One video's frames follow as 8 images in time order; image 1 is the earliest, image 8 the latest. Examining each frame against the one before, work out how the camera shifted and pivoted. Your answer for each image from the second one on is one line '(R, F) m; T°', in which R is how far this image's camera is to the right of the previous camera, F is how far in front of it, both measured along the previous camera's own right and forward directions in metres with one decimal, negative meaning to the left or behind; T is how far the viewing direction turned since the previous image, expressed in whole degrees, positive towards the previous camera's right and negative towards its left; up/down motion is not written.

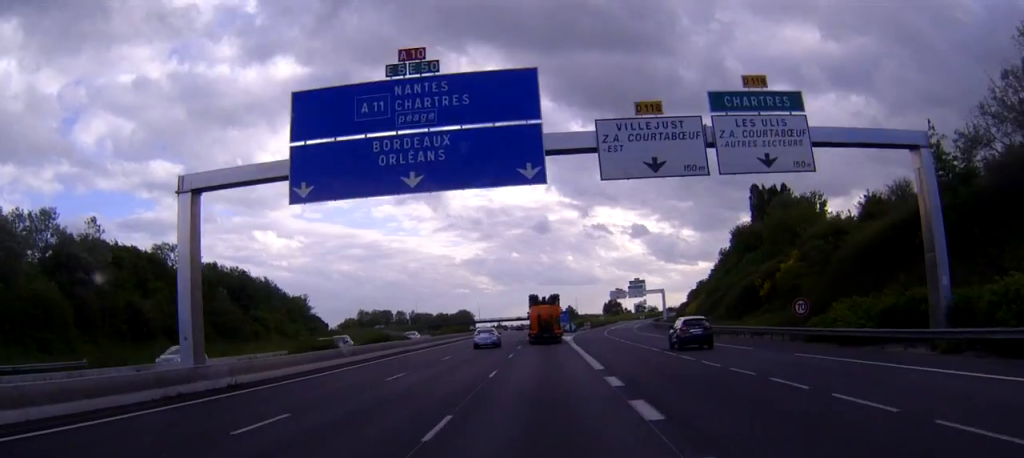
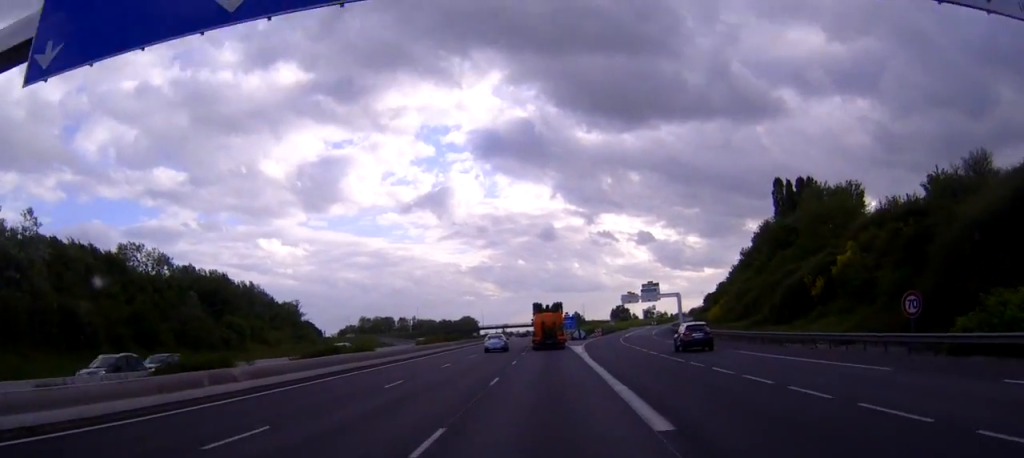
(0.0, +14.1) m; 0°
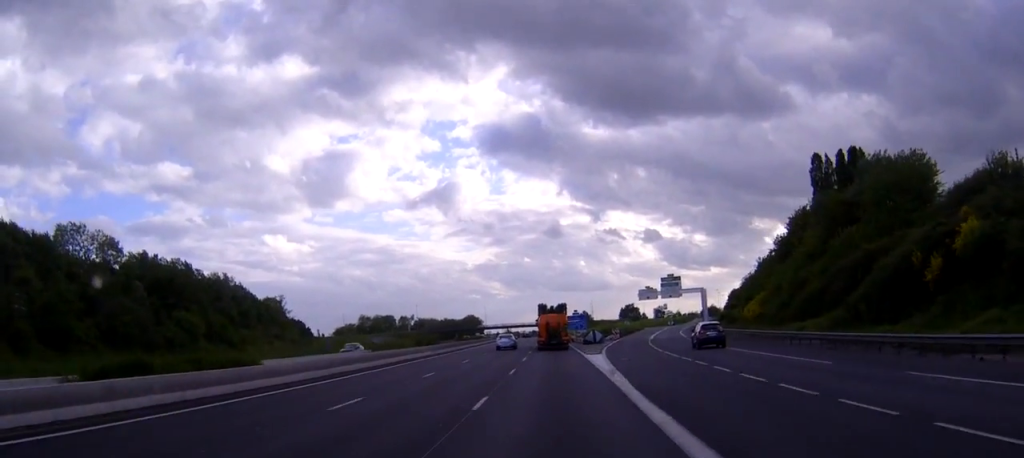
(0.0, +19.7) m; 0°
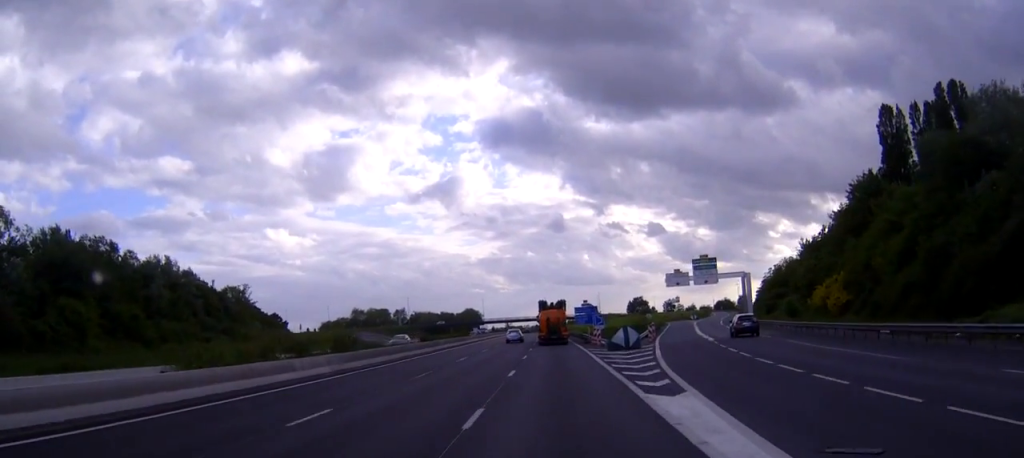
(-0.1, +29.1) m; 0°
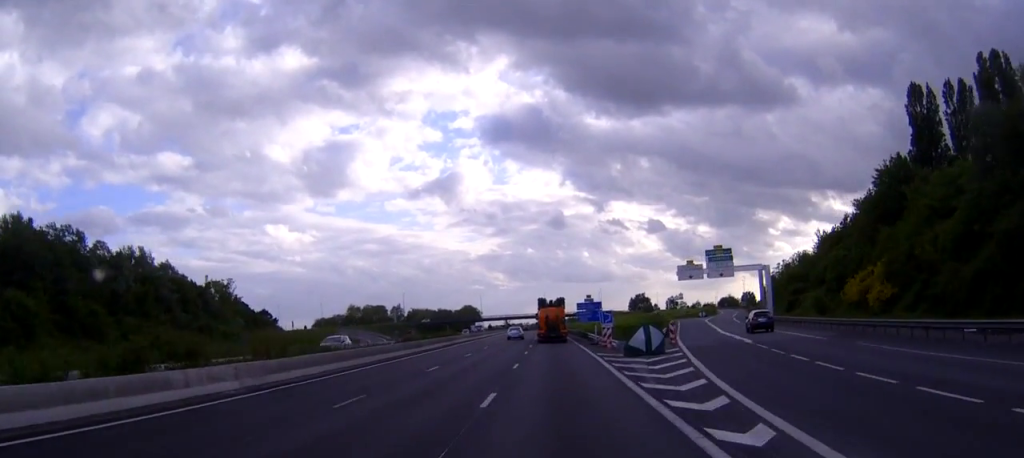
(-0.1, +10.0) m; 0°
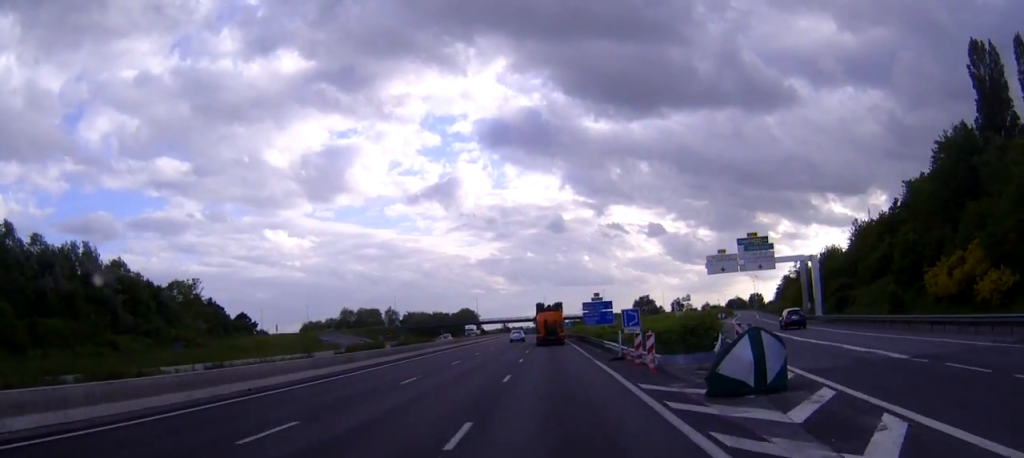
(+0.1, +18.5) m; 0°
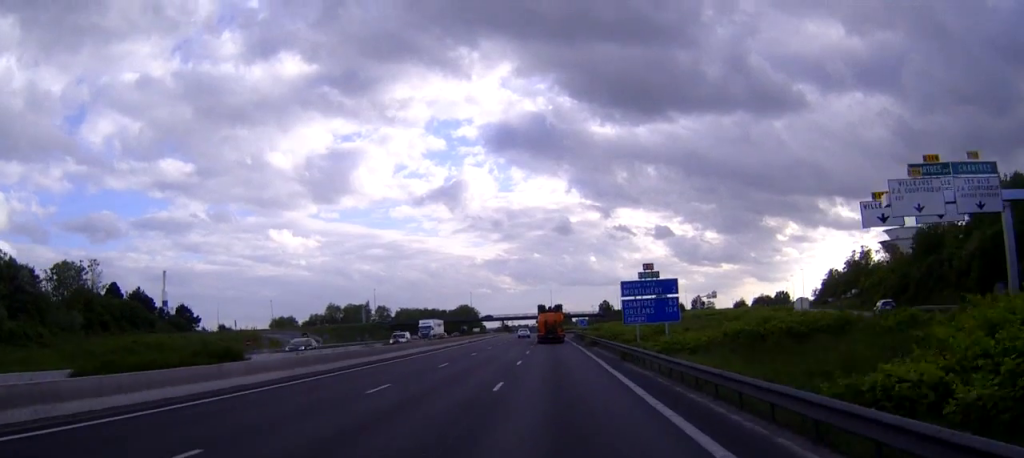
(-0.3, +43.9) m; -1°
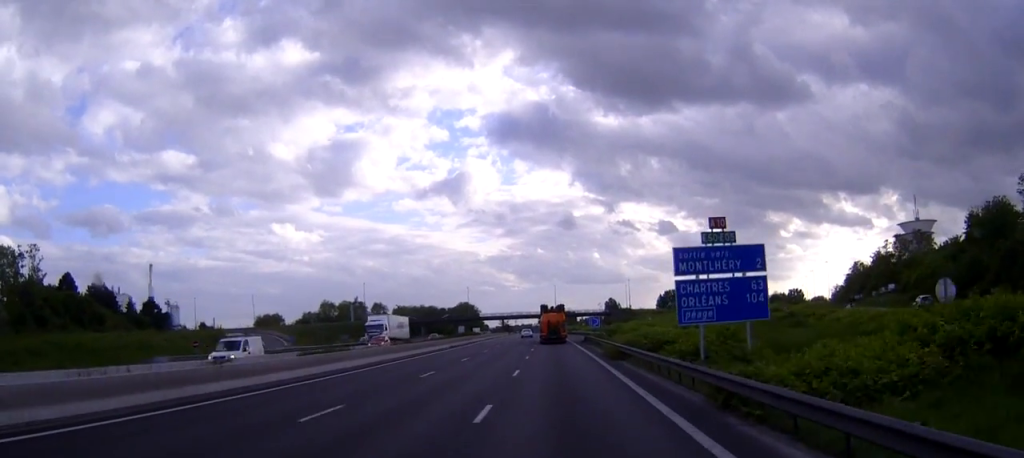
(0.0, +18.9) m; 0°
